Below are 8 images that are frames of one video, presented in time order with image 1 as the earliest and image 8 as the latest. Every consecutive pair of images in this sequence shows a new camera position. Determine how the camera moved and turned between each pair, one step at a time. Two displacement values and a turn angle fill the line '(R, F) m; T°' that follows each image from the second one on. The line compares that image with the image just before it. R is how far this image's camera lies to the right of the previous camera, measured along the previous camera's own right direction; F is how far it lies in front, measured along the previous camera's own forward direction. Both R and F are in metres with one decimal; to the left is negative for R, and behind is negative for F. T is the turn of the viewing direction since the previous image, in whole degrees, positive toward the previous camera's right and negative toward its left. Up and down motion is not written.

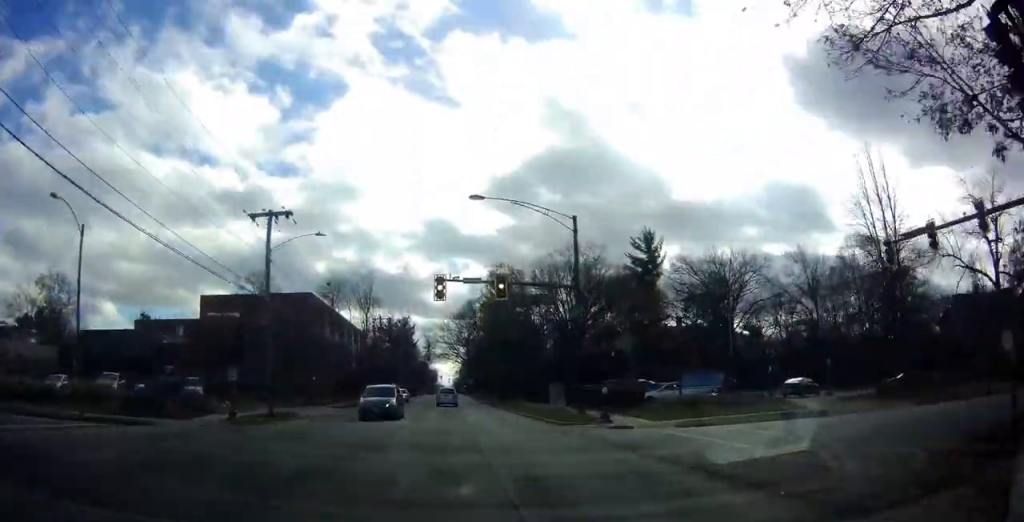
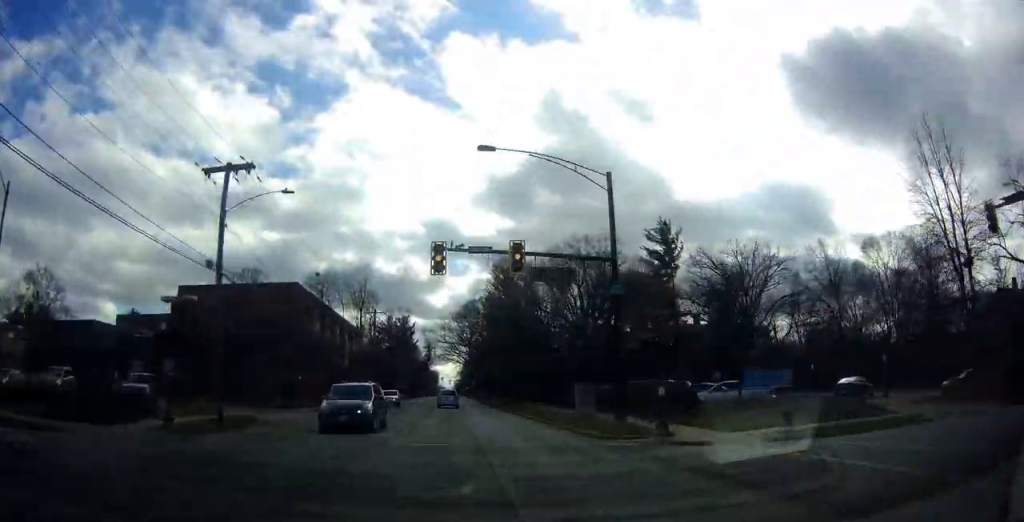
(0.0, +6.8) m; 0°
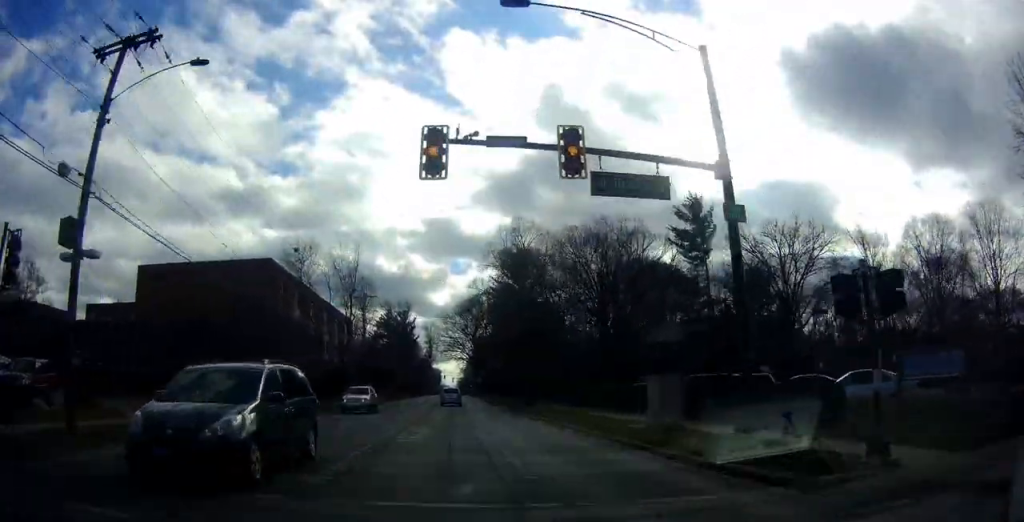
(0.0, +10.3) m; 0°
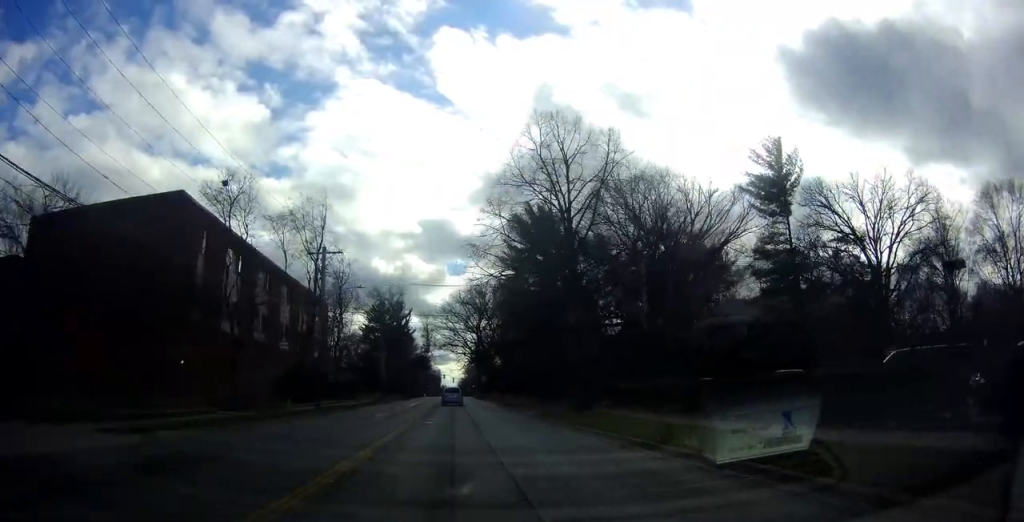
(0.0, +17.9) m; 0°
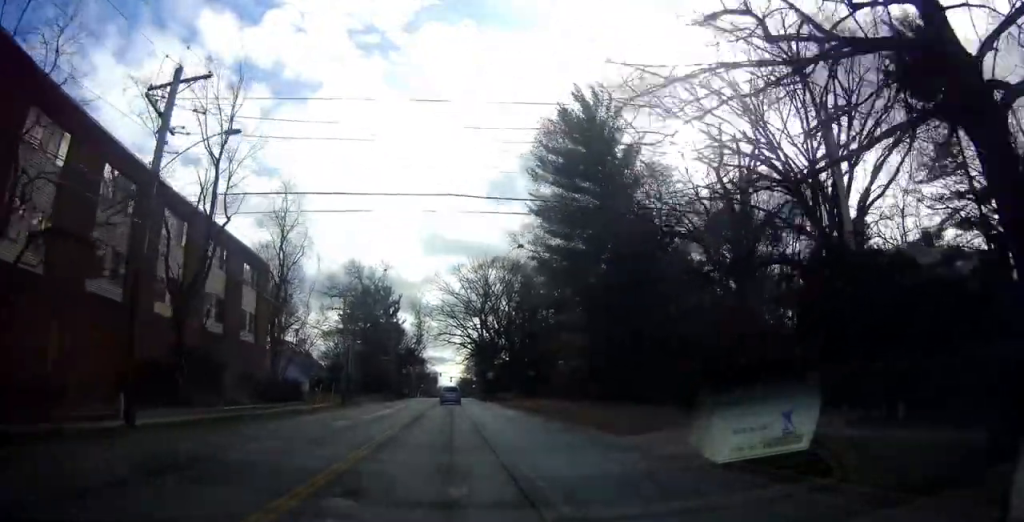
(0.0, +22.6) m; 0°
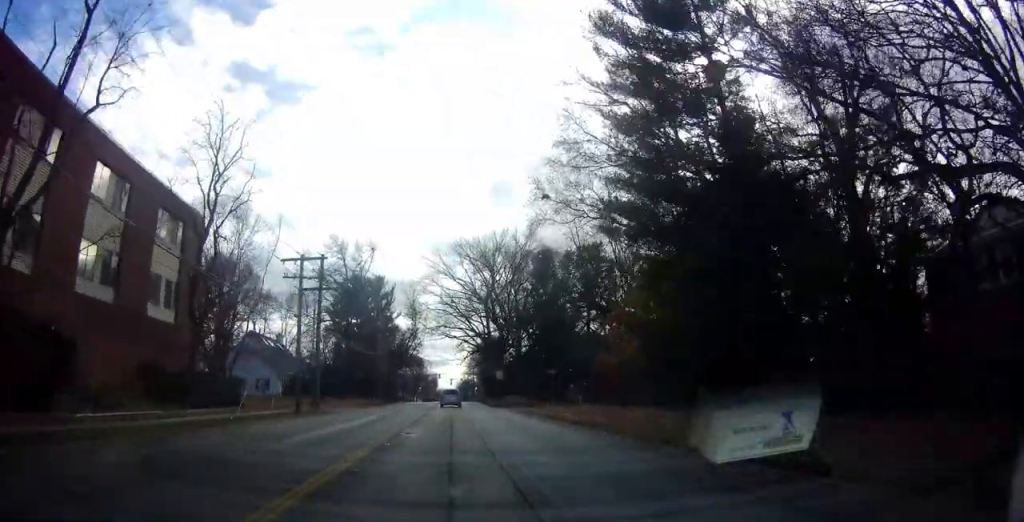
(0.0, +13.9) m; 0°
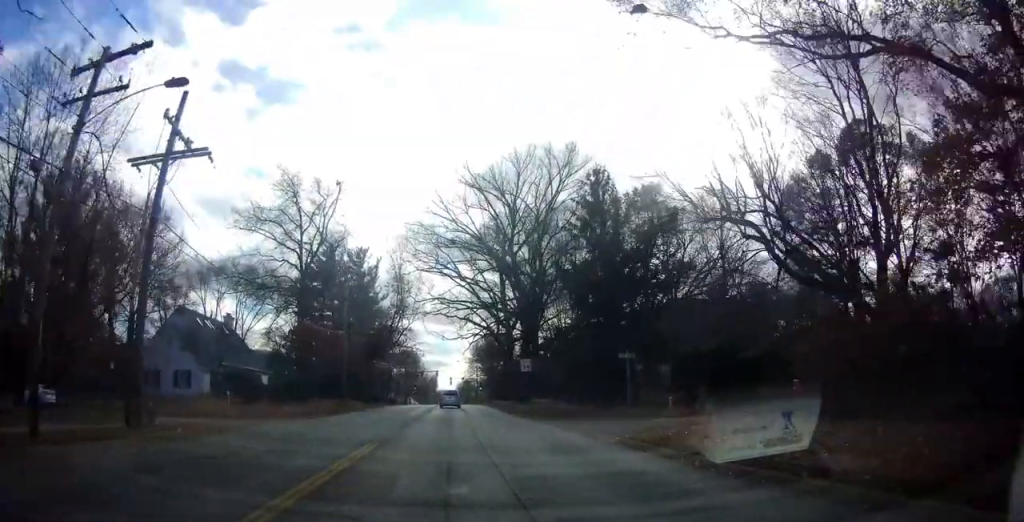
(0.0, +21.8) m; 0°
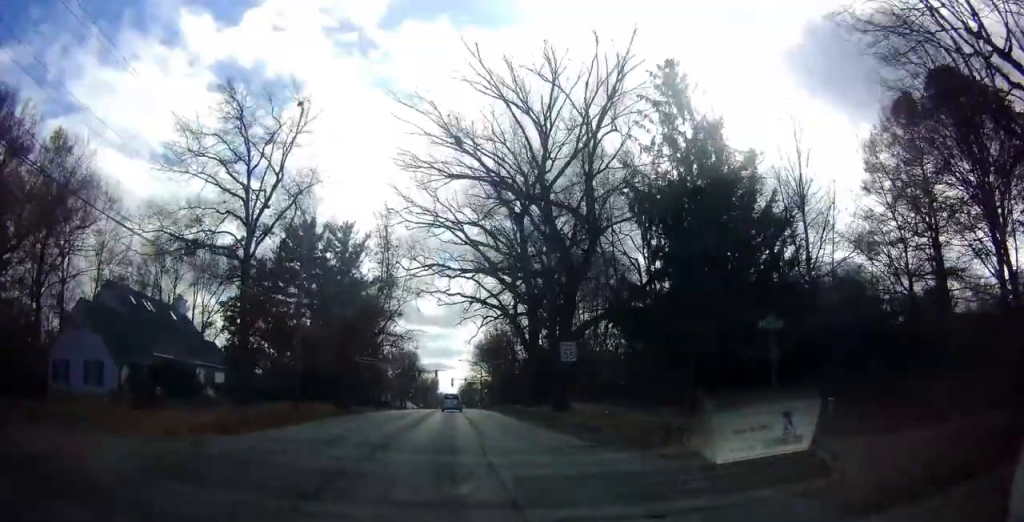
(0.0, +14.2) m; 0°
